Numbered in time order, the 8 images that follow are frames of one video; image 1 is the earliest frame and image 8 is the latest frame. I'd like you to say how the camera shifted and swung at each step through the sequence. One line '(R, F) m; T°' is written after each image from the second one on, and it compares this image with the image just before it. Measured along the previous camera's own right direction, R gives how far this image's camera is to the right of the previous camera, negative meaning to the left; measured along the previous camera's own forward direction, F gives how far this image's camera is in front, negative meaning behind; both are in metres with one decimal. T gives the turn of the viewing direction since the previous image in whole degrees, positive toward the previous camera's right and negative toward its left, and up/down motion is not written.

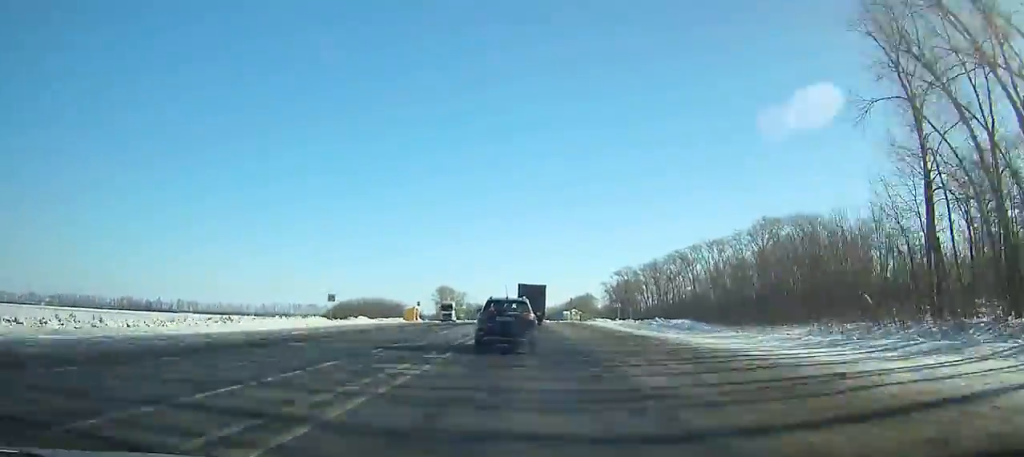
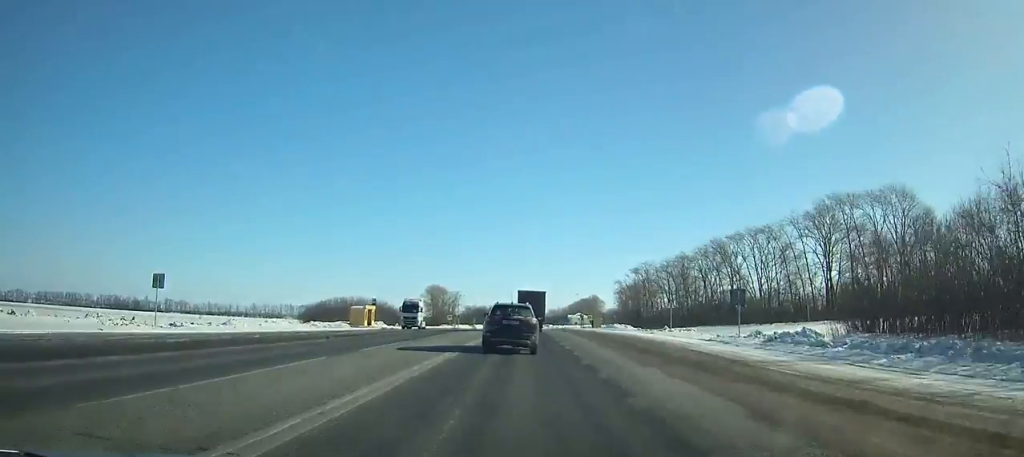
(0.0, +34.5) m; 0°
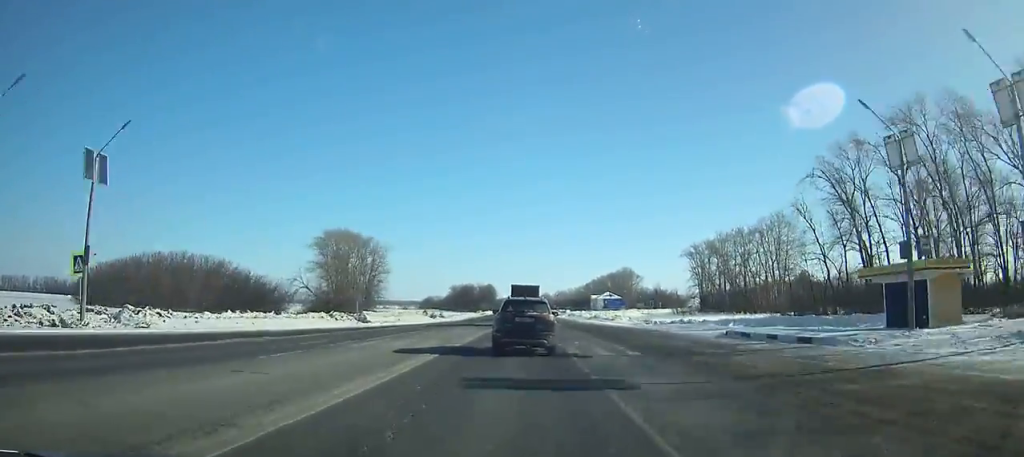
(-0.8, +138.2) m; -1°
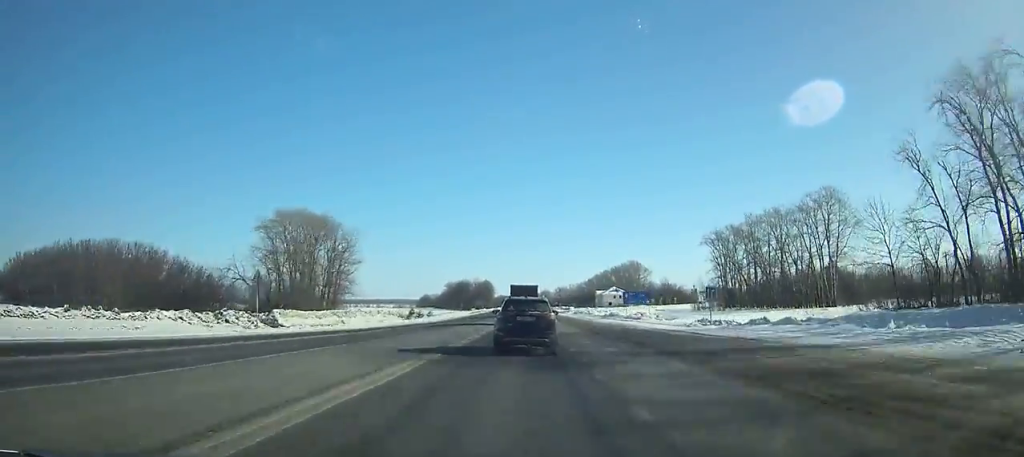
(0.0, +24.1) m; 0°
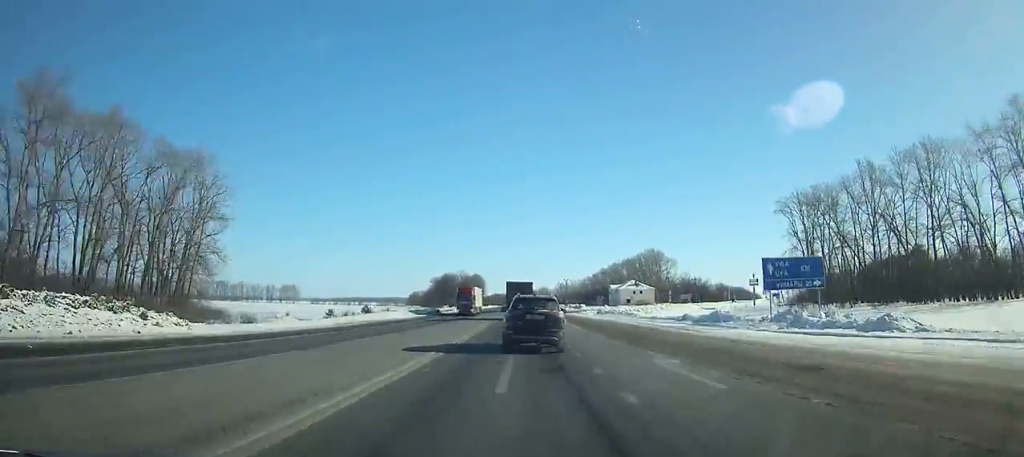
(0.0, +54.2) m; 0°
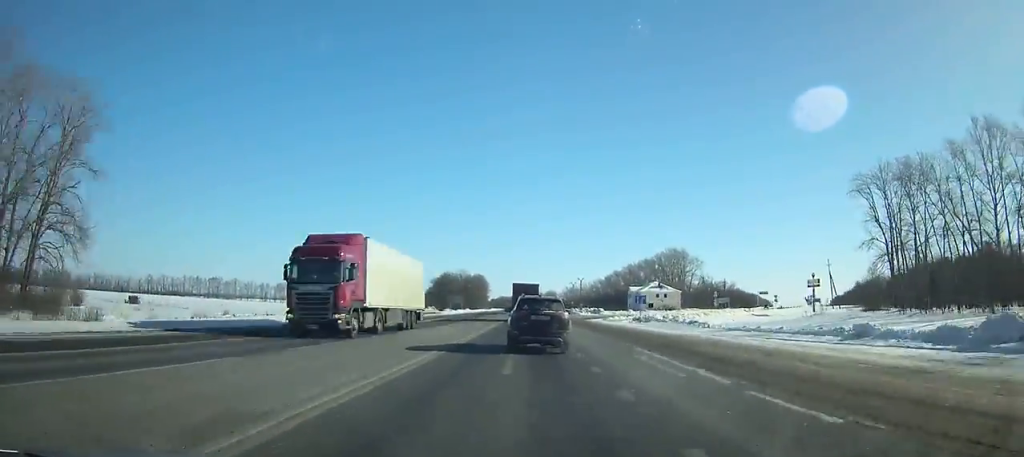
(-0.1, +26.5) m; 0°
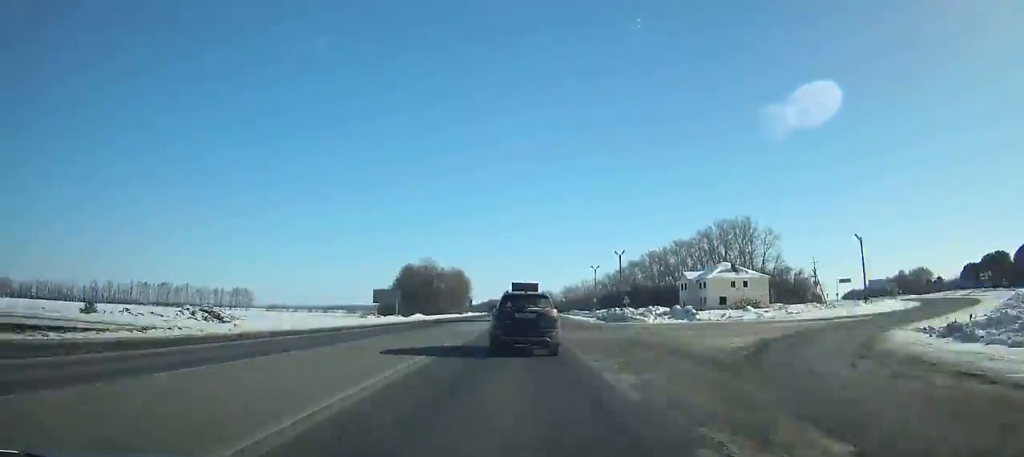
(-0.1, +70.2) m; 0°
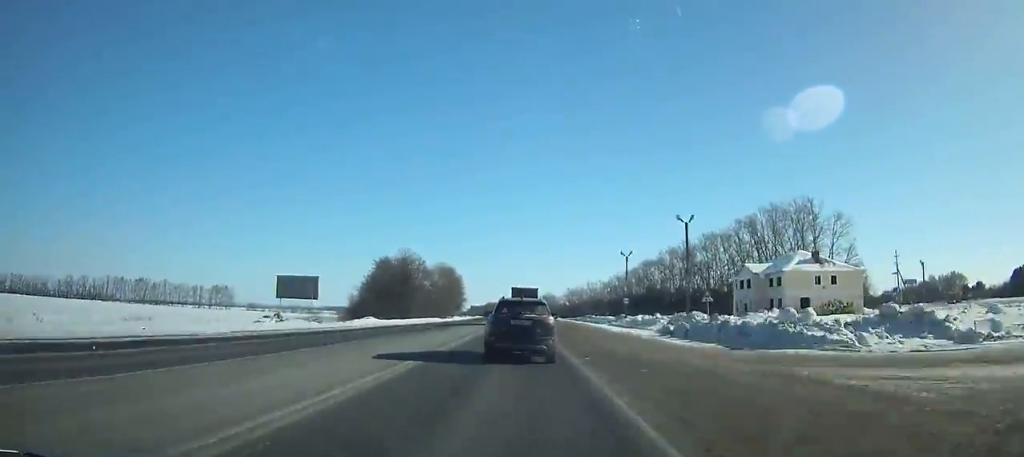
(+0.1, +32.3) m; 0°
